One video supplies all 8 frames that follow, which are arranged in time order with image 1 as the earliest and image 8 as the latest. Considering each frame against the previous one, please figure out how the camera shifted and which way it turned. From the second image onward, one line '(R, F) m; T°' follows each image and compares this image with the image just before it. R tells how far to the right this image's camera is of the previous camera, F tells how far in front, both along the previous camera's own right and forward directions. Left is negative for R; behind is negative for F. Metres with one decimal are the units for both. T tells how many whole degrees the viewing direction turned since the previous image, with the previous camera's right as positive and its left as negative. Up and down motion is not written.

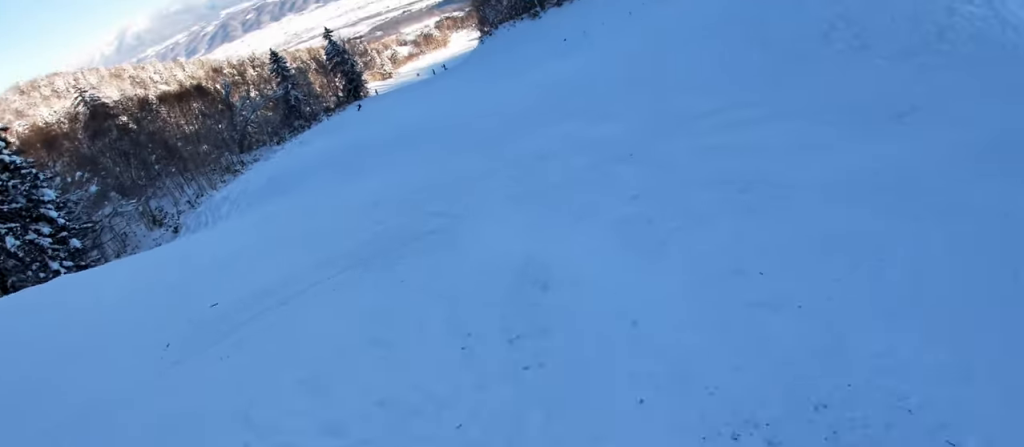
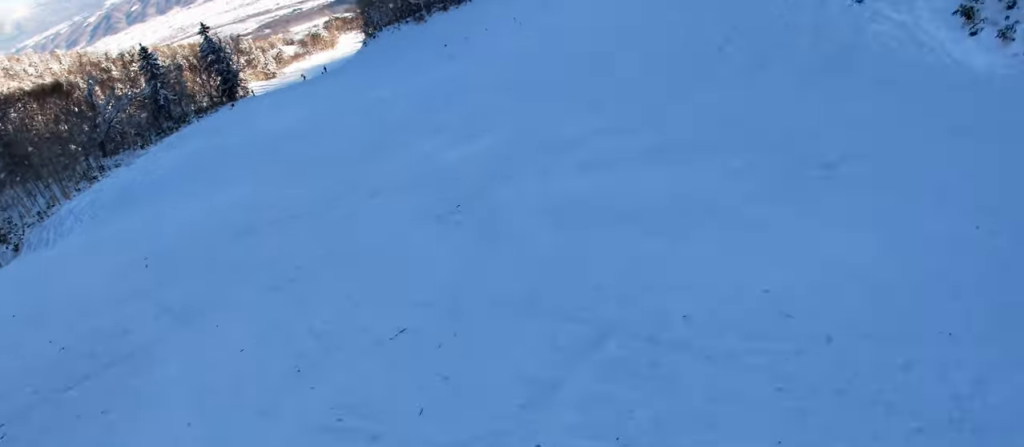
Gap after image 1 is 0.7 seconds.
(+0.2, +3.4) m; -10°
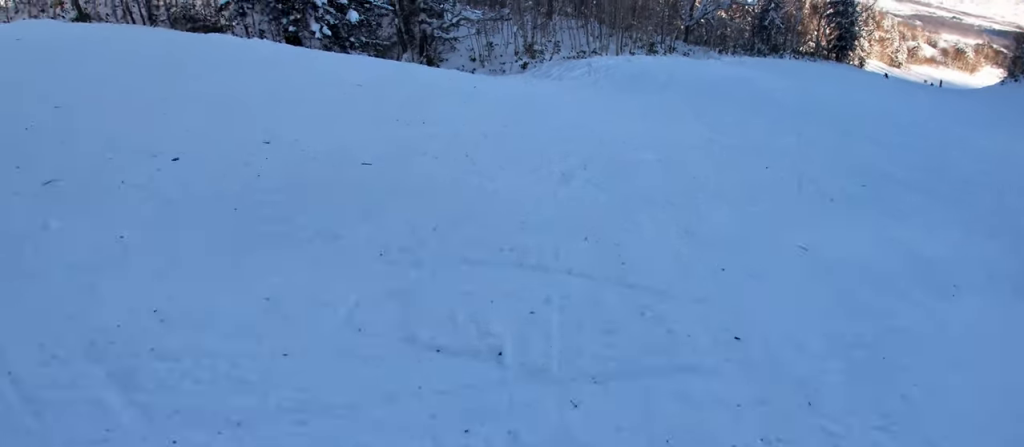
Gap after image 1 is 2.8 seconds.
(-3.0, +9.4) m; -20°
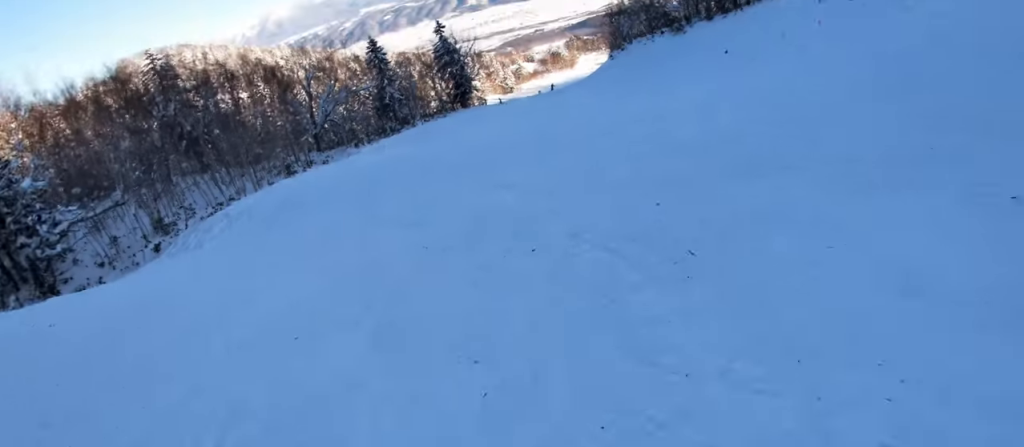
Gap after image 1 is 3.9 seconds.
(+0.5, +5.6) m; +16°
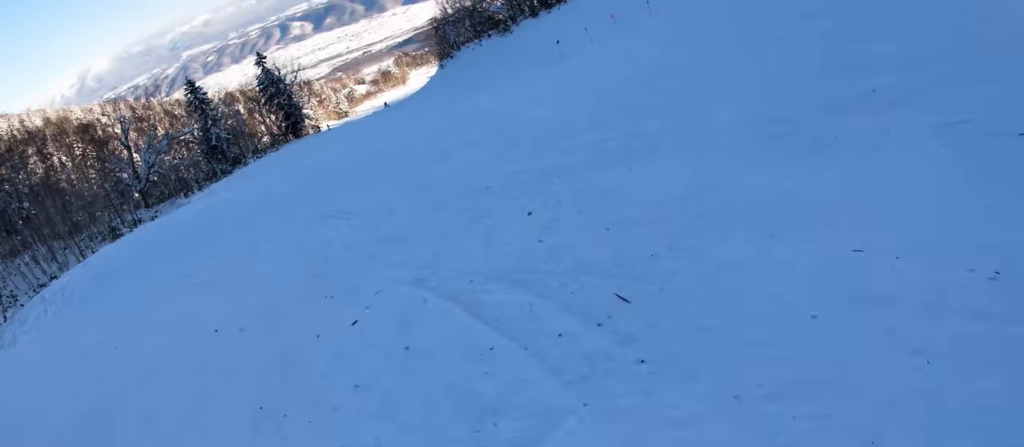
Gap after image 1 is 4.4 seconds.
(+0.7, +2.4) m; -2°
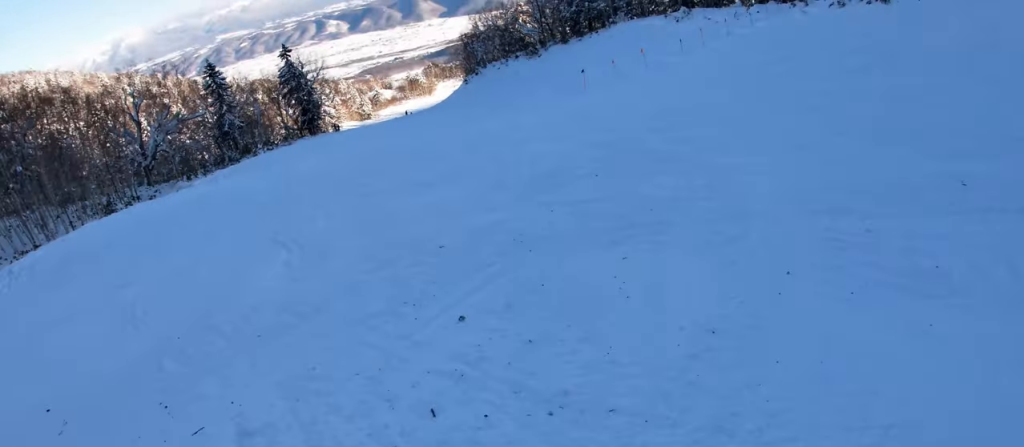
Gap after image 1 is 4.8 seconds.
(+0.5, +2.2) m; -3°
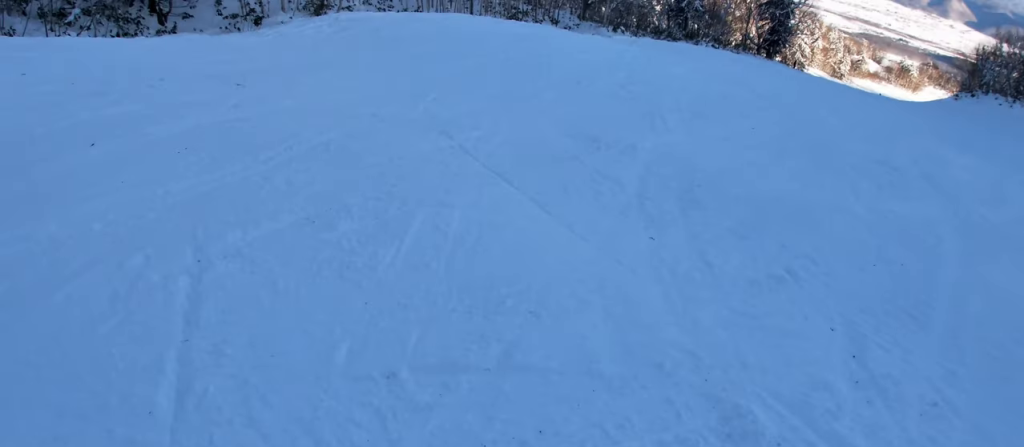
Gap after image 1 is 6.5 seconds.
(-4.1, +8.3) m; -16°
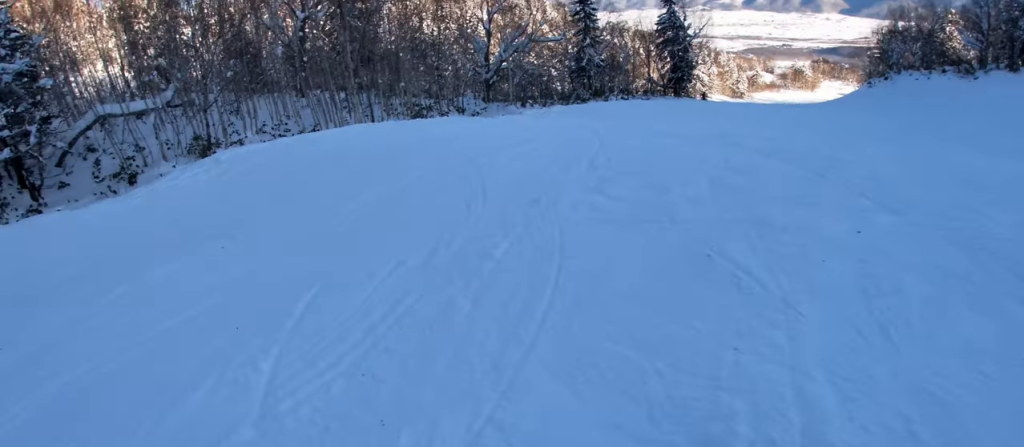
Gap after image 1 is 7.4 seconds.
(+1.3, +4.3) m; +13°
